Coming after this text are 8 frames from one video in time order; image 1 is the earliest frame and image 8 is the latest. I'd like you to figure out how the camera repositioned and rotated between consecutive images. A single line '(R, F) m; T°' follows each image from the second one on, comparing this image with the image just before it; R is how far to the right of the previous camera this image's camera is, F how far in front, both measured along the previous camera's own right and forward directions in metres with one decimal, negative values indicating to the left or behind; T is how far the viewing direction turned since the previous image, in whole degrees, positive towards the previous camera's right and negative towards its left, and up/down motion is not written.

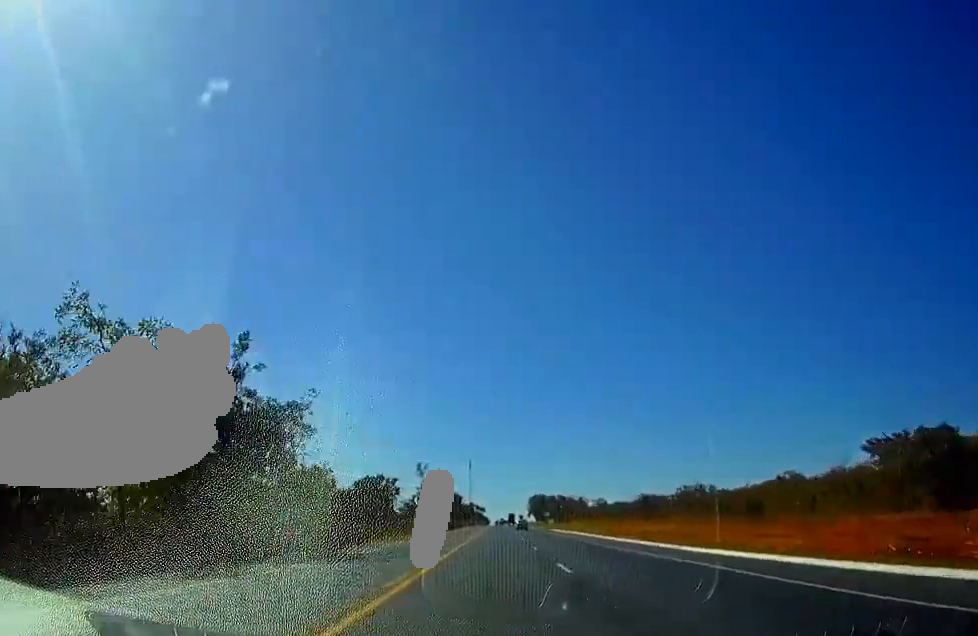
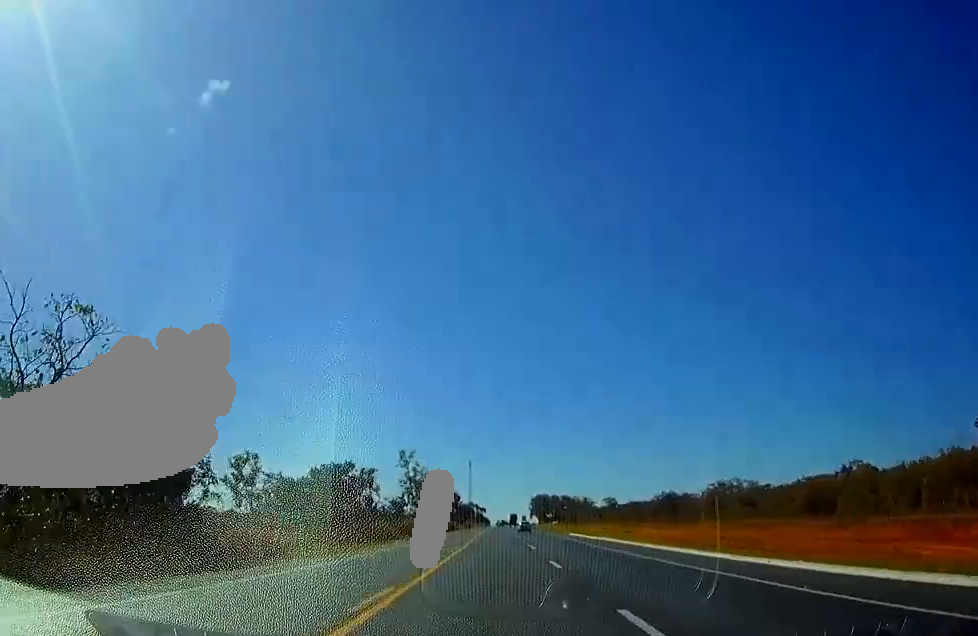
(+0.1, +29.3) m; -1°
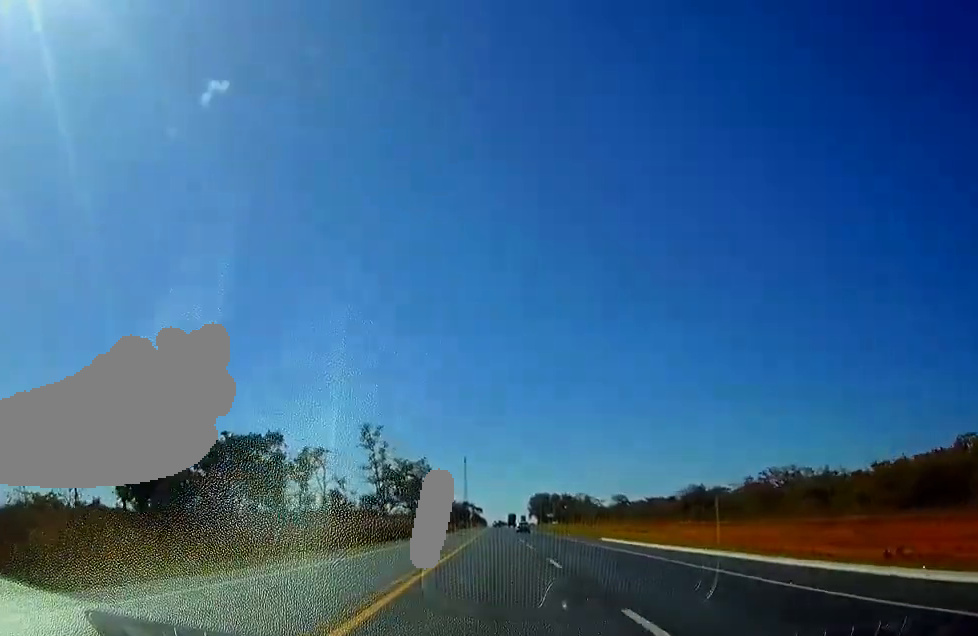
(-0.5, +32.7) m; -1°
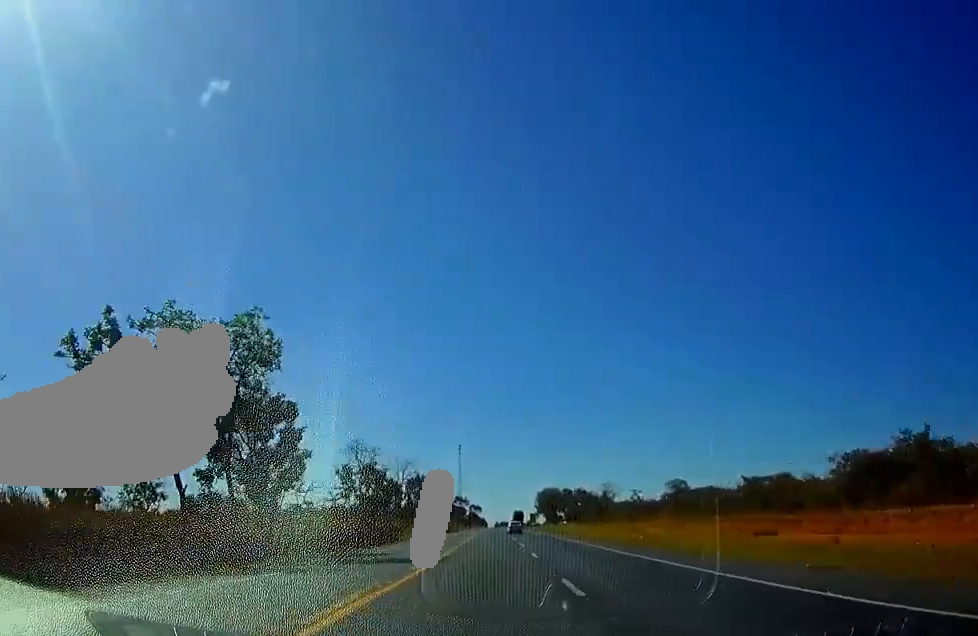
(+0.6, +88.1) m; +1°
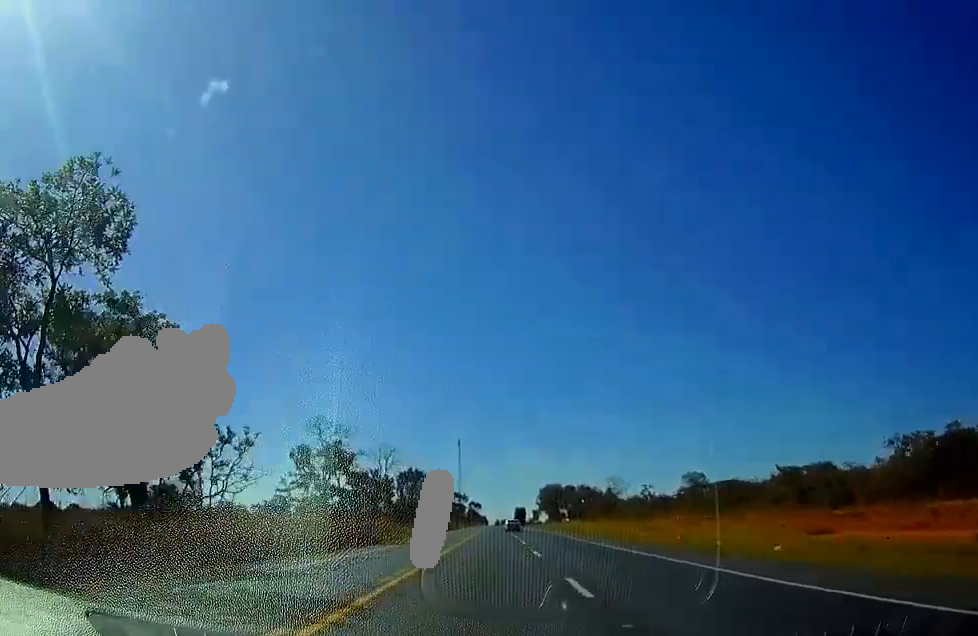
(0.0, +17.3) m; 0°
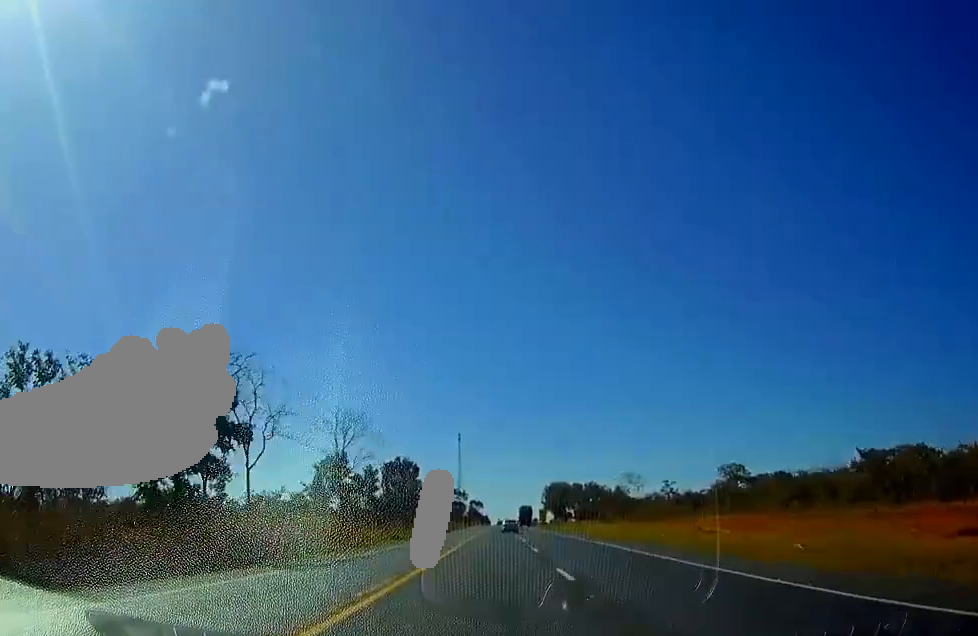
(0.0, +27.7) m; 0°
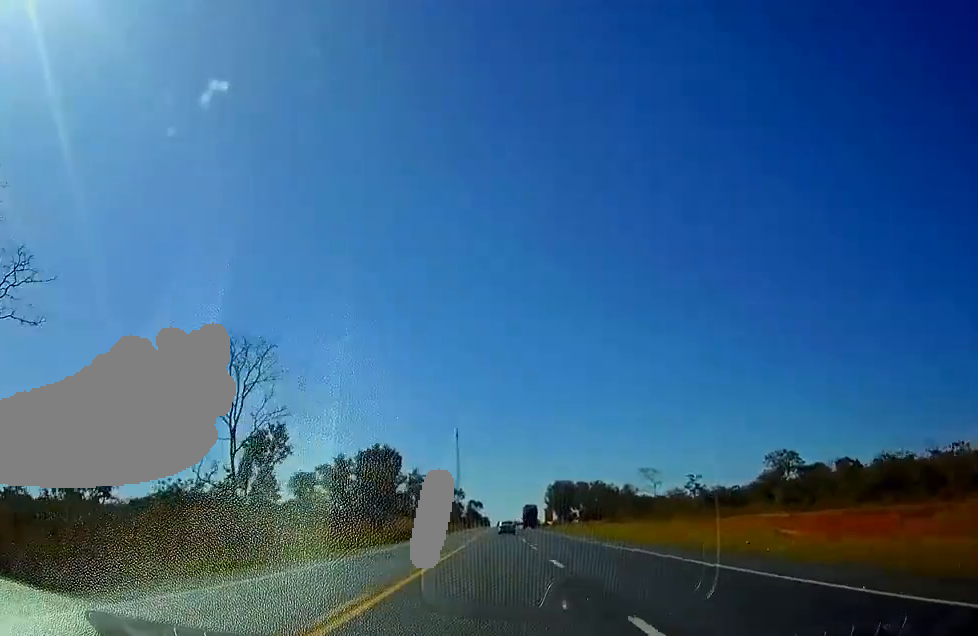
(-0.1, +27.8) m; 0°
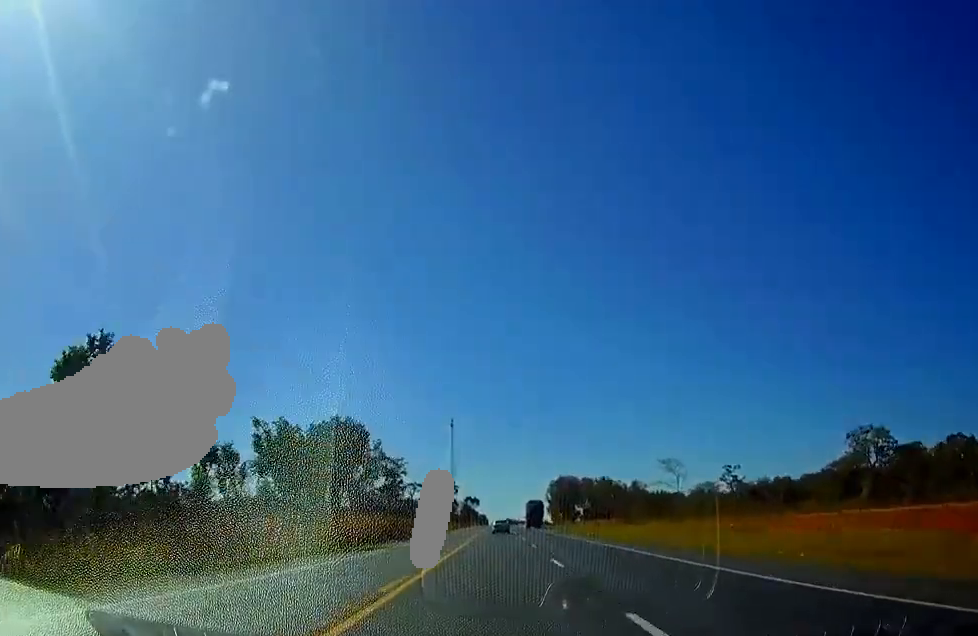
(0.0, +32.4) m; 0°
